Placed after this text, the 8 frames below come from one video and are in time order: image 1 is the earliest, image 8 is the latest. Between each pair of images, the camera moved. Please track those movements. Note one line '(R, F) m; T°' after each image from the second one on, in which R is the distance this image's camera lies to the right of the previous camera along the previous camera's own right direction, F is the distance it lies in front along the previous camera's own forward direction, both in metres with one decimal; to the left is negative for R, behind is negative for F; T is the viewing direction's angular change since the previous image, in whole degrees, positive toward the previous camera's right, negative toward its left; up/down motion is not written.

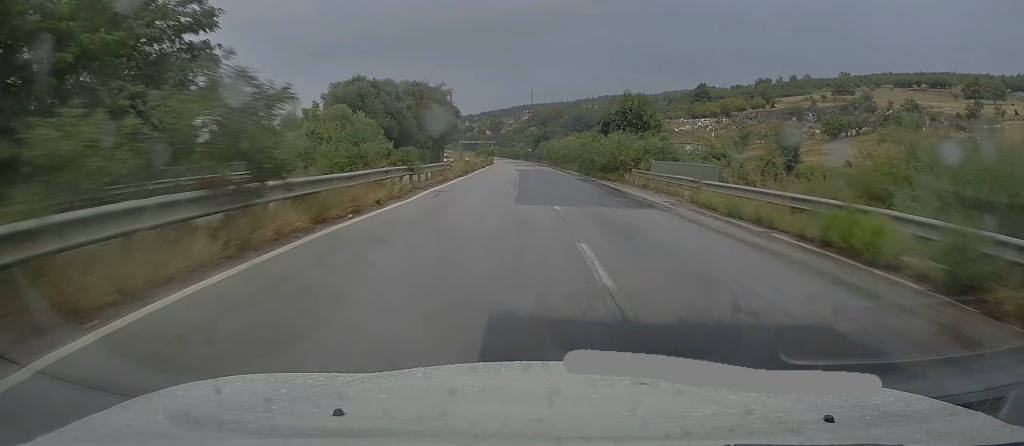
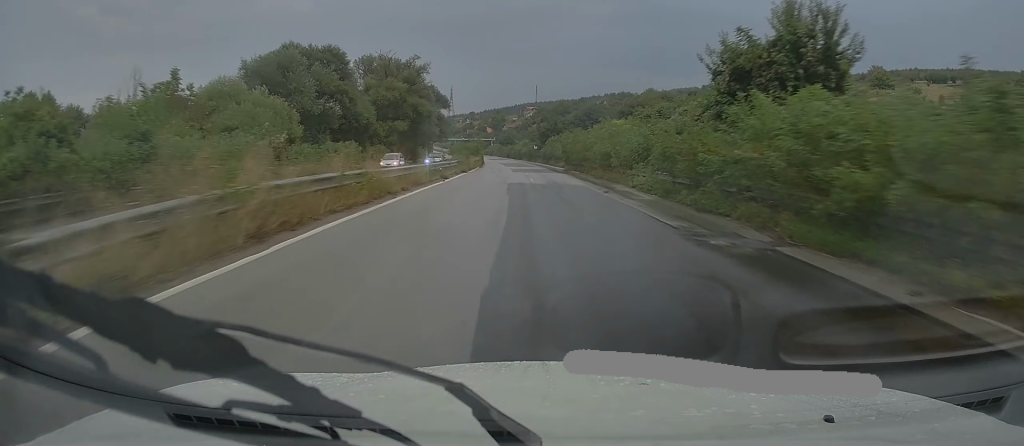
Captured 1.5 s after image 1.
(+0.4, +30.2) m; +1°
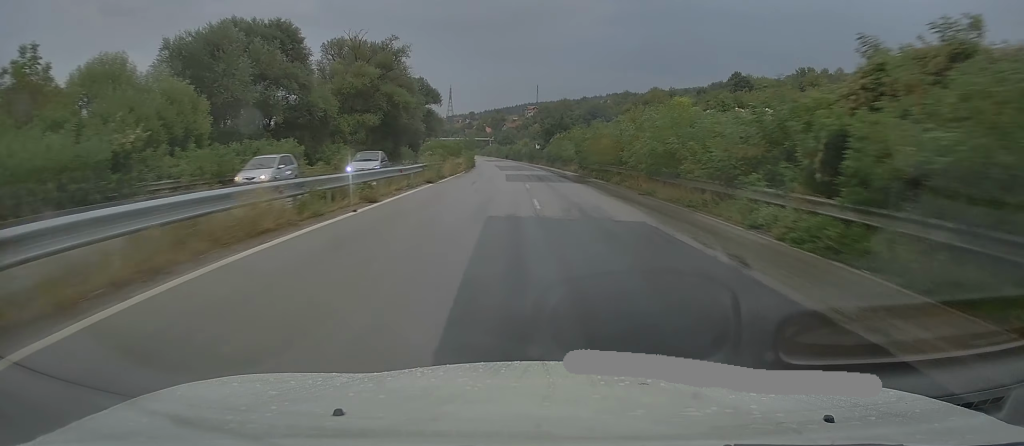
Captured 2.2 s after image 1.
(0.0, +14.4) m; -1°
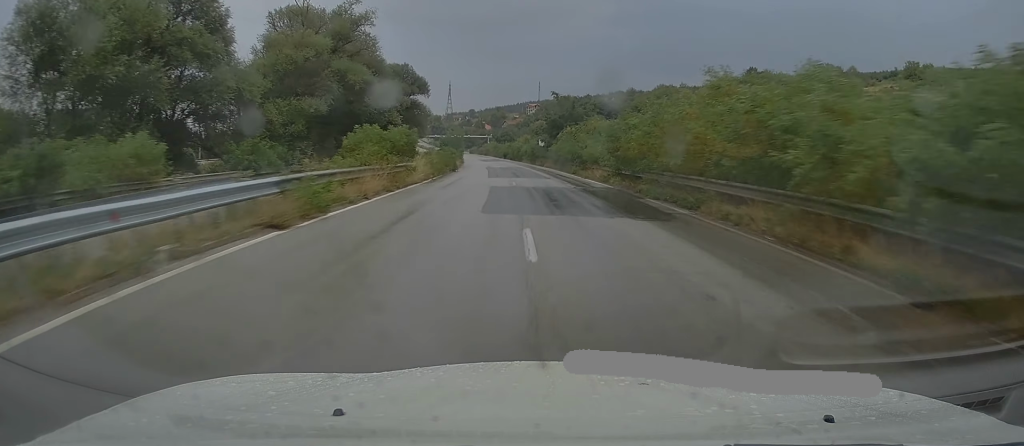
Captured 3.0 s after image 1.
(-0.1, +16.5) m; -1°
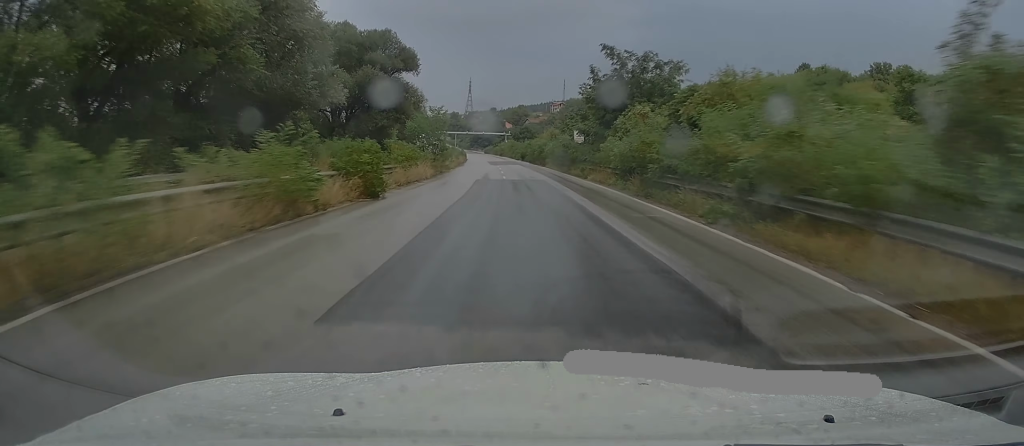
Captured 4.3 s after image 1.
(-0.2, +28.1) m; 0°
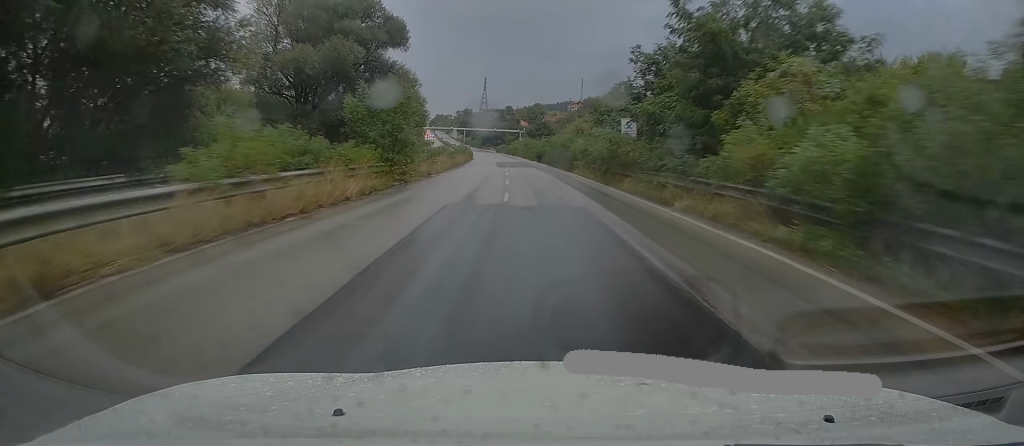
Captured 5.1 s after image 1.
(0.0, +16.3) m; -1°
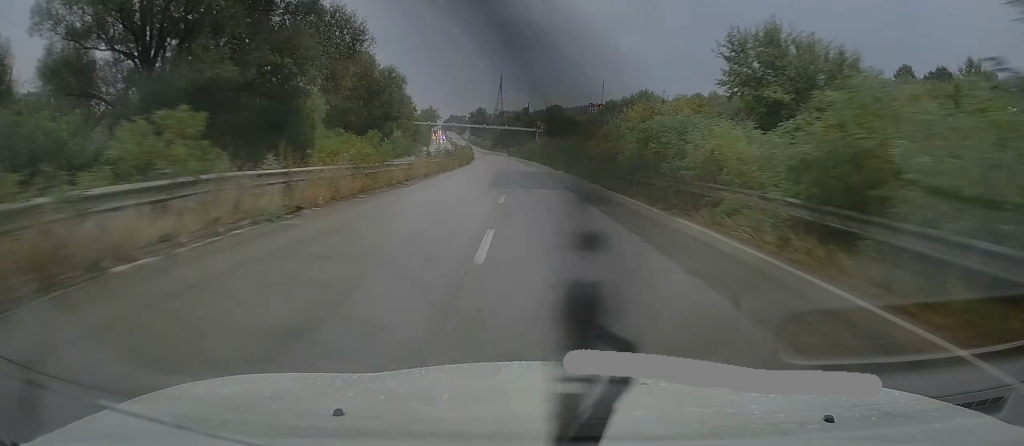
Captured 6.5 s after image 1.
(-0.8, +27.3) m; -3°
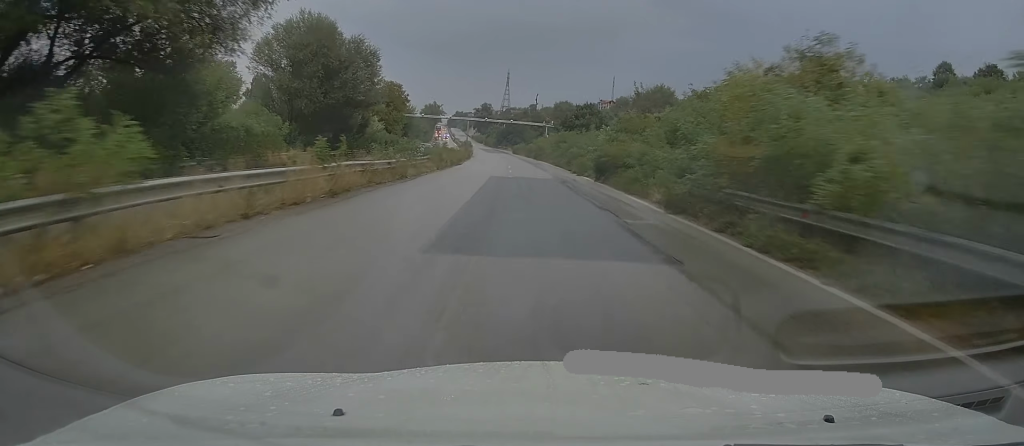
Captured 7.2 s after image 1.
(-0.1, +15.6) m; -1°
